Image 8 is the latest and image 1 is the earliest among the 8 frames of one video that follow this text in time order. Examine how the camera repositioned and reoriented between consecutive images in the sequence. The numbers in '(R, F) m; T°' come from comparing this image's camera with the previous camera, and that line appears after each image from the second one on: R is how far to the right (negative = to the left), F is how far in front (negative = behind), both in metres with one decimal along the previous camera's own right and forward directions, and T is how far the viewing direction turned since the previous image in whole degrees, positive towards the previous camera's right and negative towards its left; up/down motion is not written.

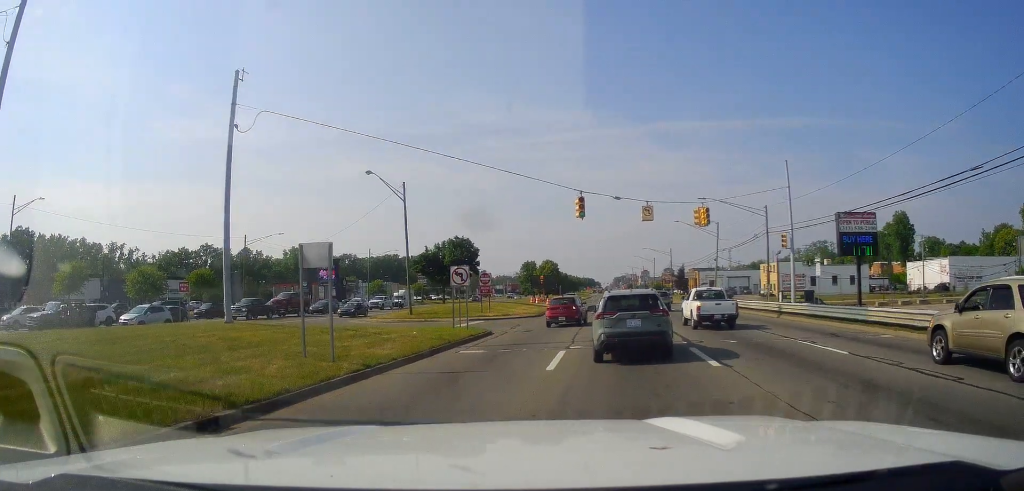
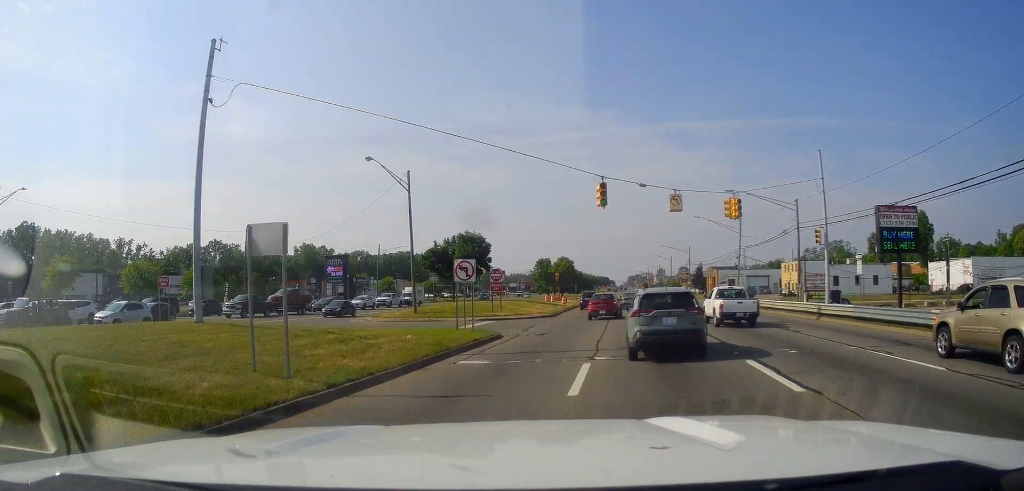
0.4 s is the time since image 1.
(0.0, +2.7) m; -1°
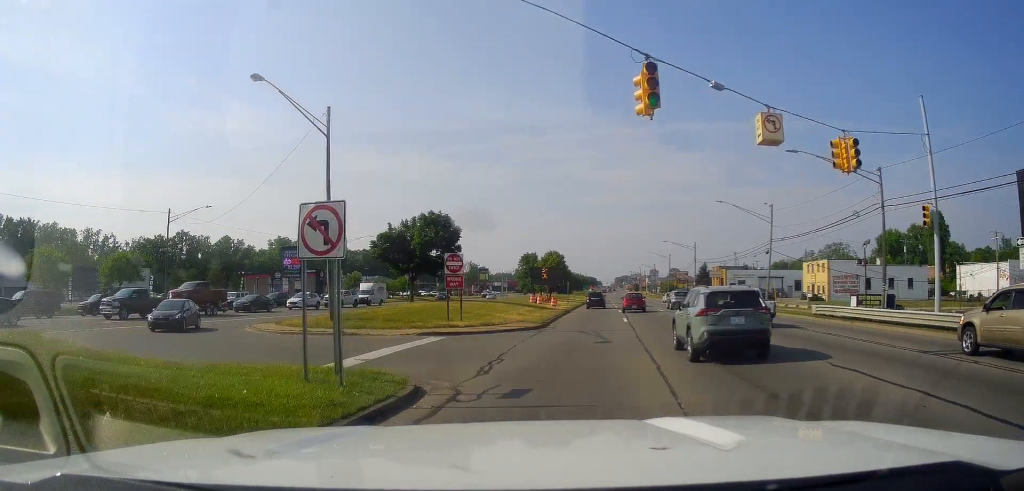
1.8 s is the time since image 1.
(-0.6, +13.0) m; -4°
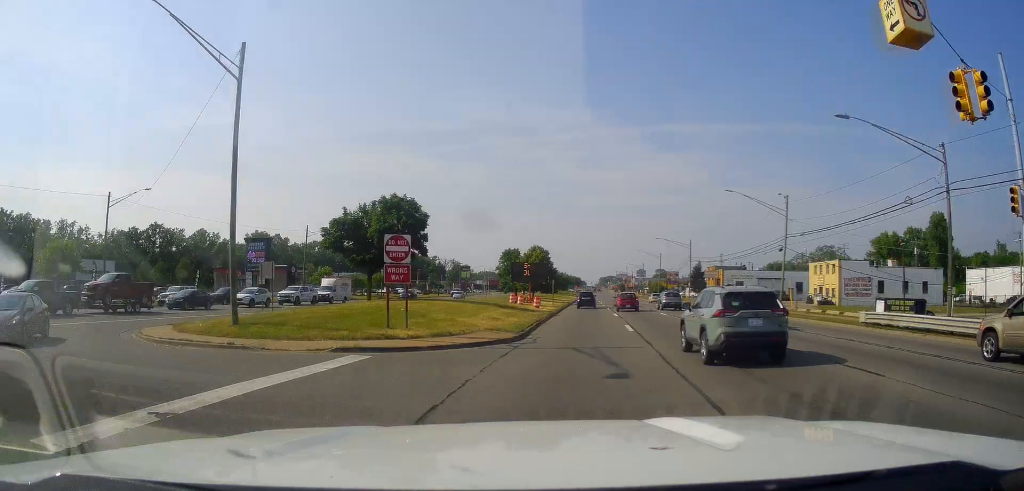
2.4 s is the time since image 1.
(-0.1, +7.0) m; 0°
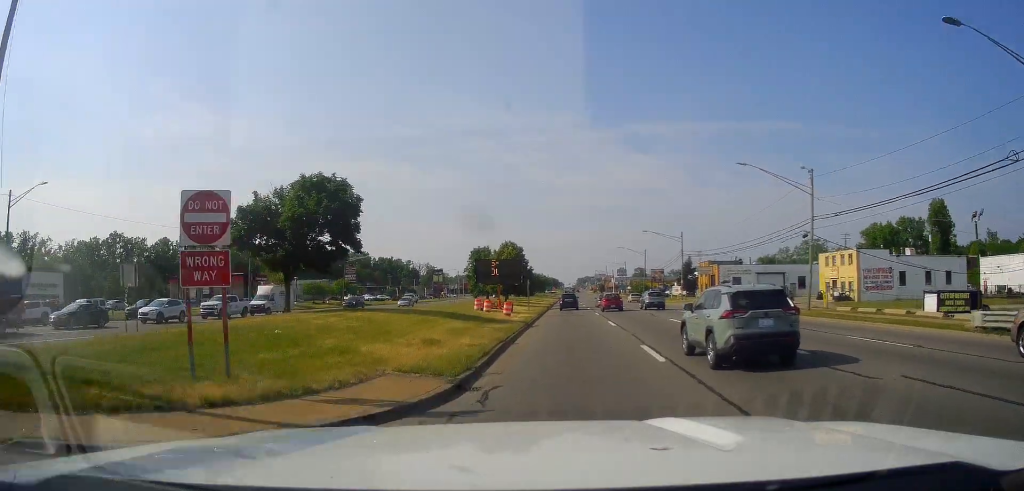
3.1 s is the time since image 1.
(+0.1, +10.0) m; +2°
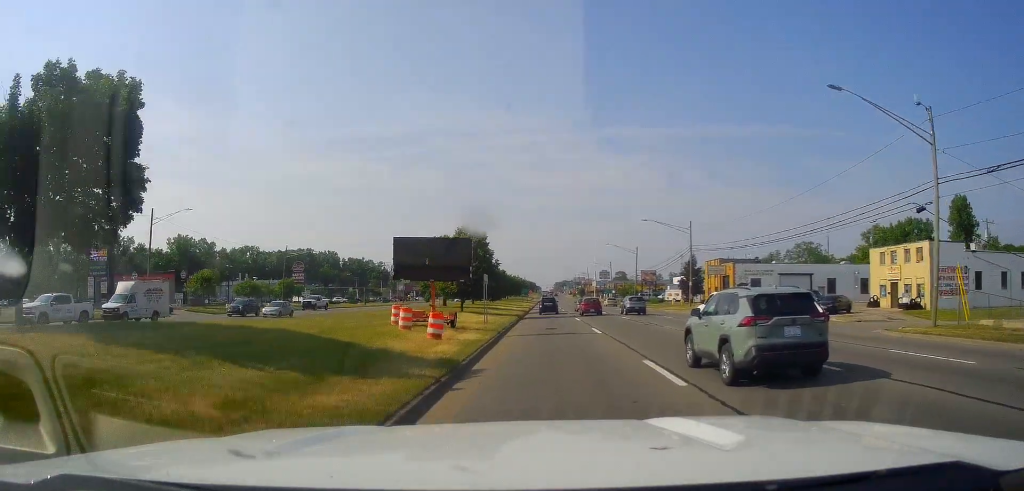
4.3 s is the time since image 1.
(+0.5, +17.2) m; +4°
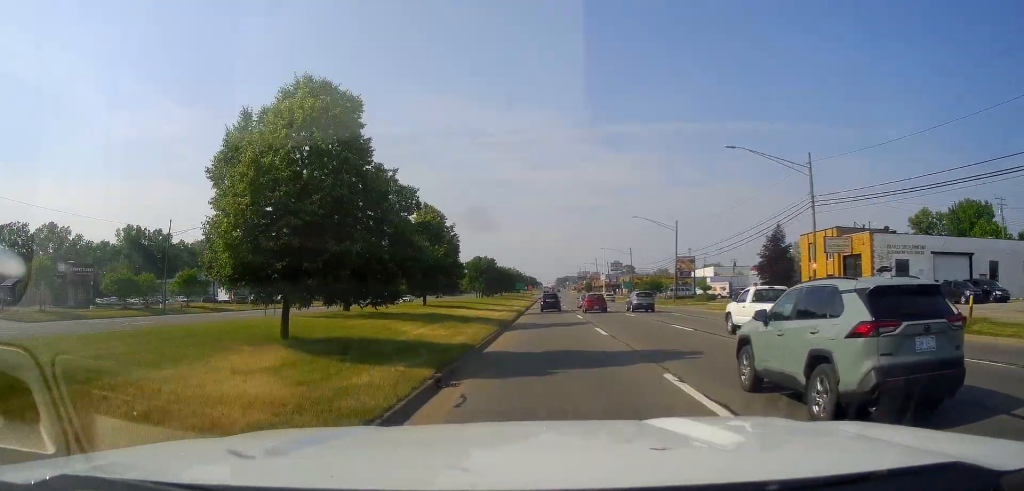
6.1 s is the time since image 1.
(+0.9, +32.9) m; 0°
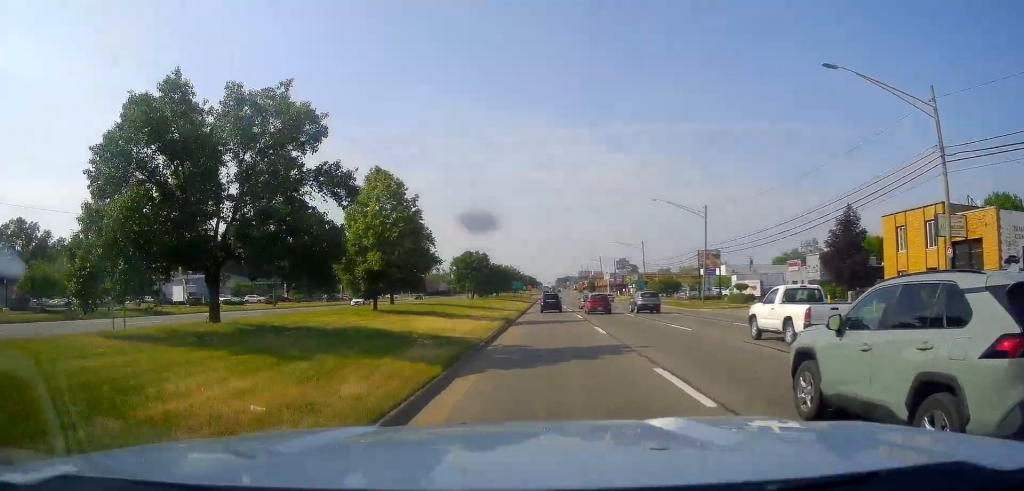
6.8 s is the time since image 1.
(-0.4, +14.4) m; -1°
